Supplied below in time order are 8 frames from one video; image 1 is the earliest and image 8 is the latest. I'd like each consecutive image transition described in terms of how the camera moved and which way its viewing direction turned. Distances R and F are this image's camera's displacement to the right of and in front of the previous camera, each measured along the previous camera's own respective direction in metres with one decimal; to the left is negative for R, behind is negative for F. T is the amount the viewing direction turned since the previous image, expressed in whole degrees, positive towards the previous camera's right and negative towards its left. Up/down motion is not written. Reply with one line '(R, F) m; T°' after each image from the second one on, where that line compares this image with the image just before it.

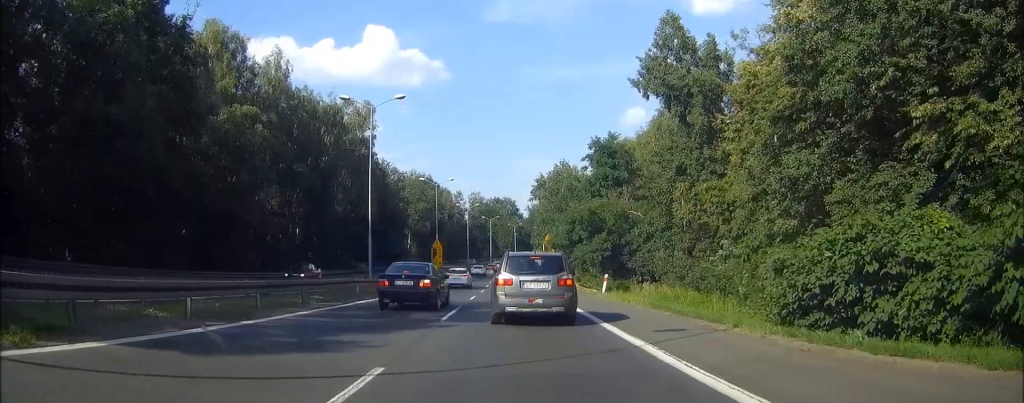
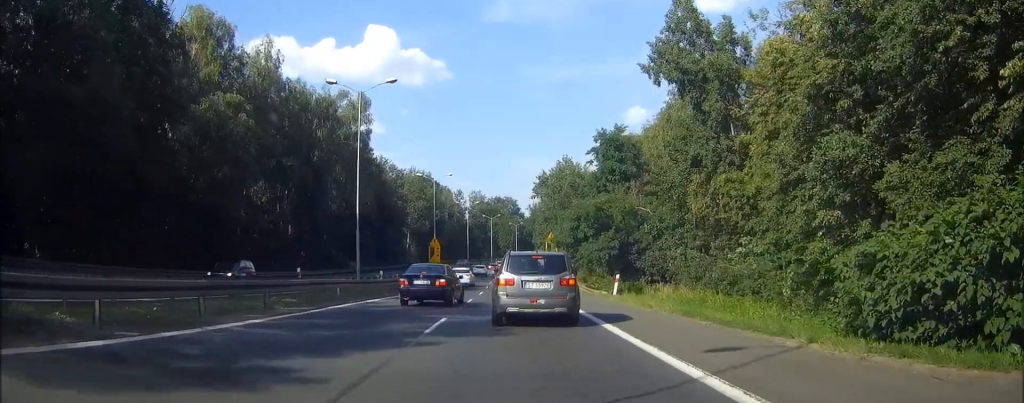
(0.0, +3.5) m; -1°
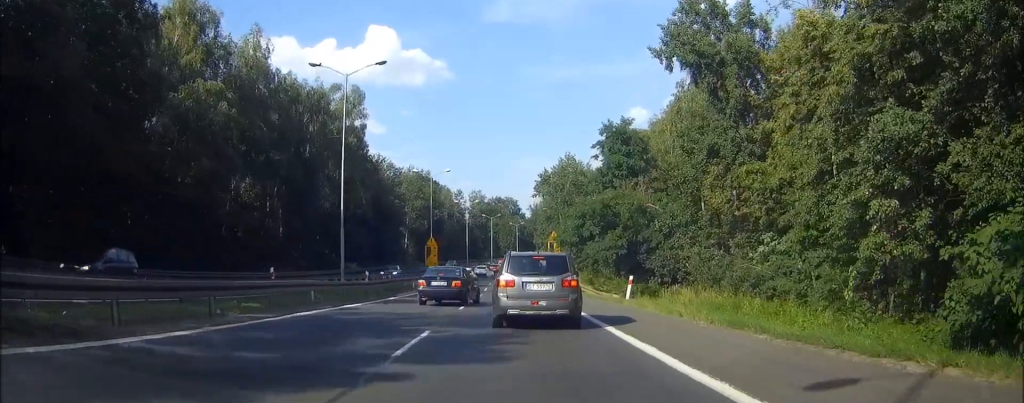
(0.0, +3.6) m; -1°
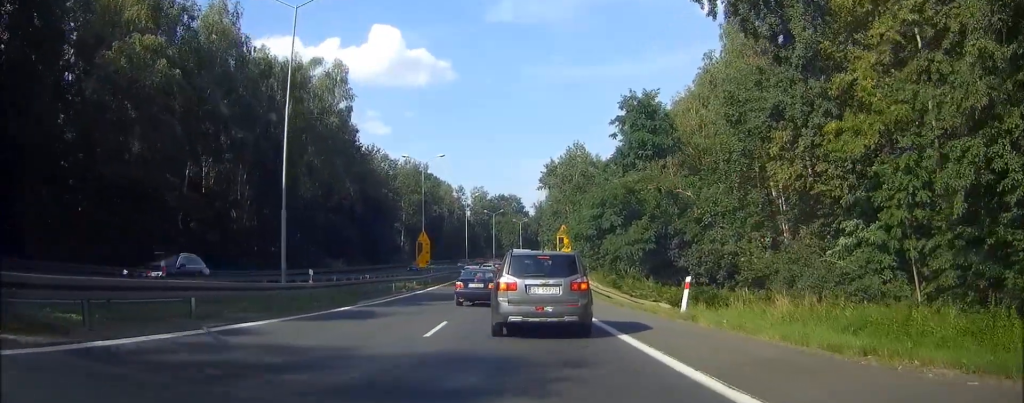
(-0.2, +9.2) m; -1°
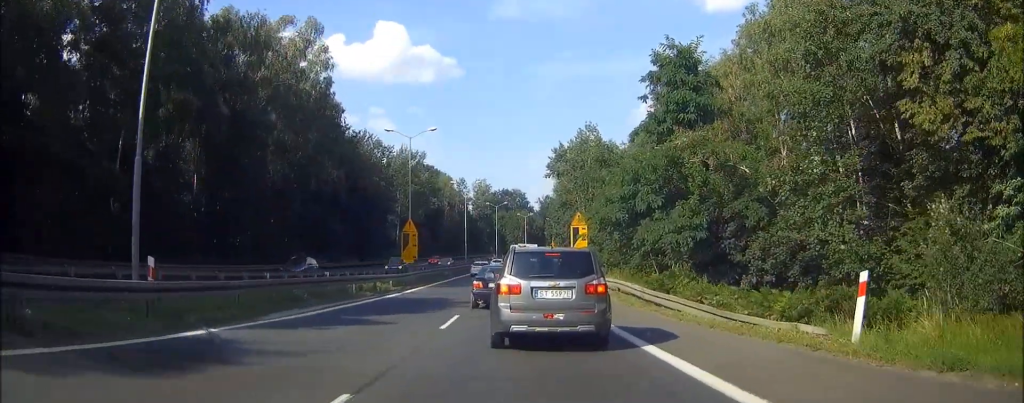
(-0.3, +10.7) m; -1°
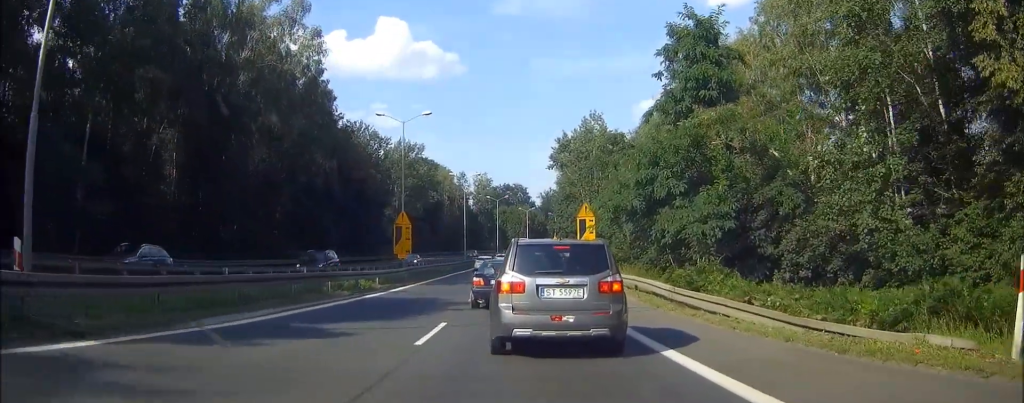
(+0.1, +3.5) m; +2°
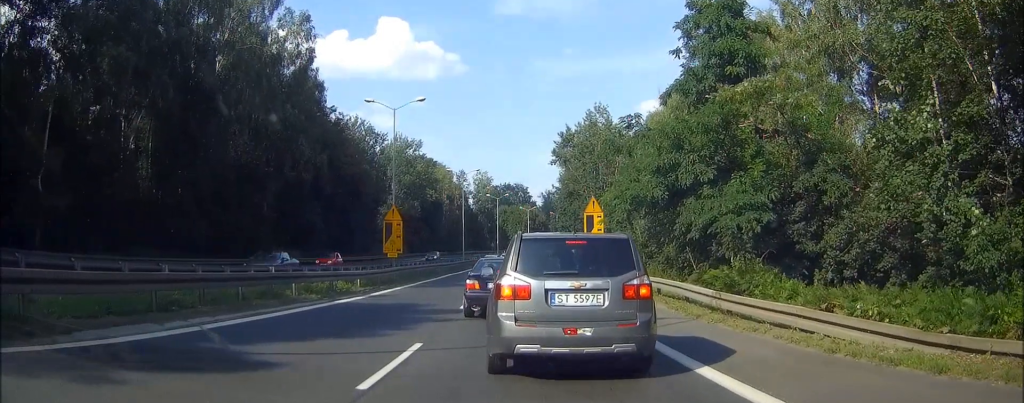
(+0.1, +4.1) m; +1°
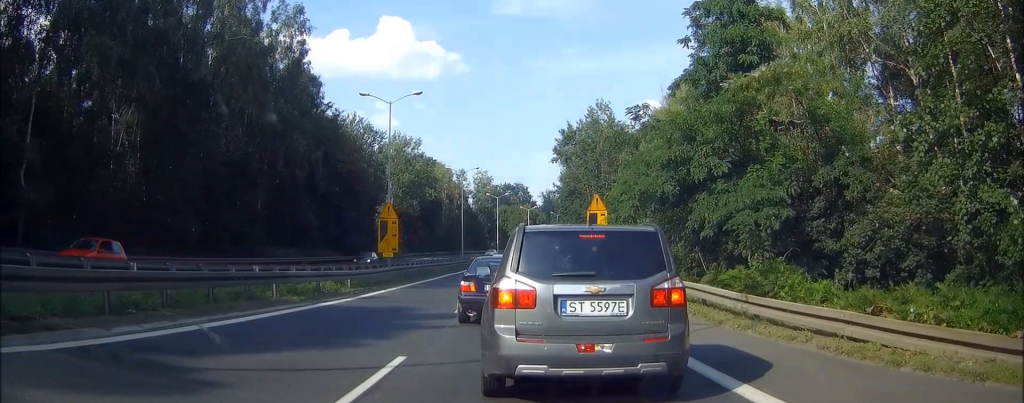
(0.0, +1.7) m; 0°
